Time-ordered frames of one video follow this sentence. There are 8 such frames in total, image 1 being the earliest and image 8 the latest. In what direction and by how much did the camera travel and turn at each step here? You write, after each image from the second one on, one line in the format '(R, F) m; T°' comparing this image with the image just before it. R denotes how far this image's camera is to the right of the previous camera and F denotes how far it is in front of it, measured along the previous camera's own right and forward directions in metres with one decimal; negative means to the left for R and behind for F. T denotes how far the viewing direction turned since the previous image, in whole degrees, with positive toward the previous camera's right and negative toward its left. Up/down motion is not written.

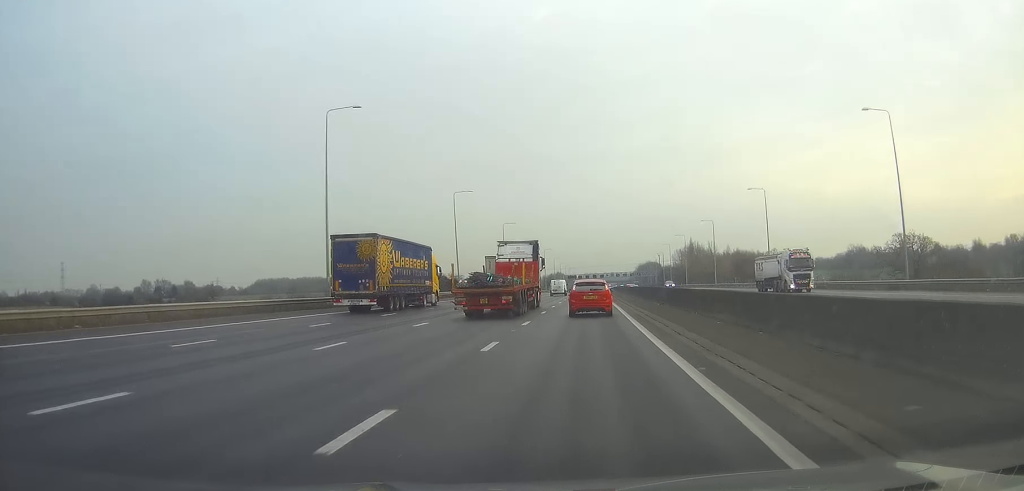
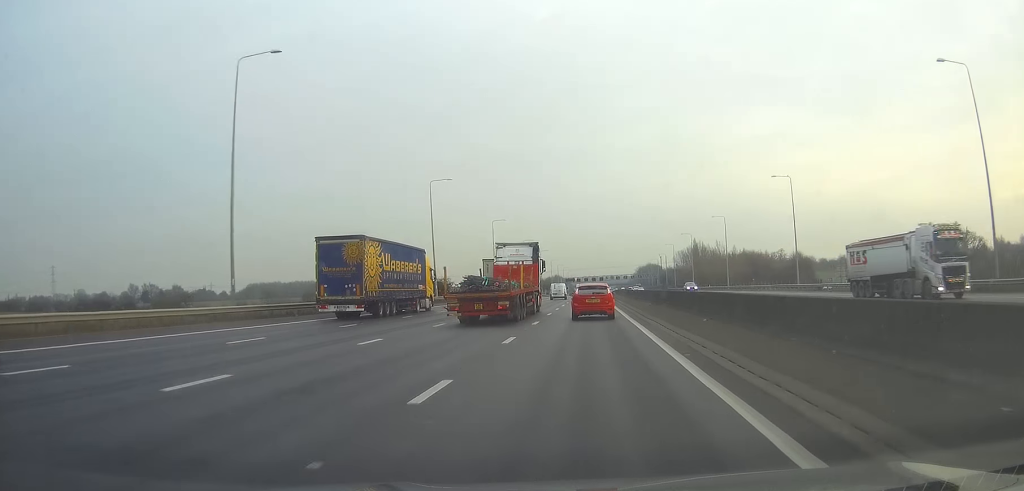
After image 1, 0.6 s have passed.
(0.0, +15.5) m; 0°
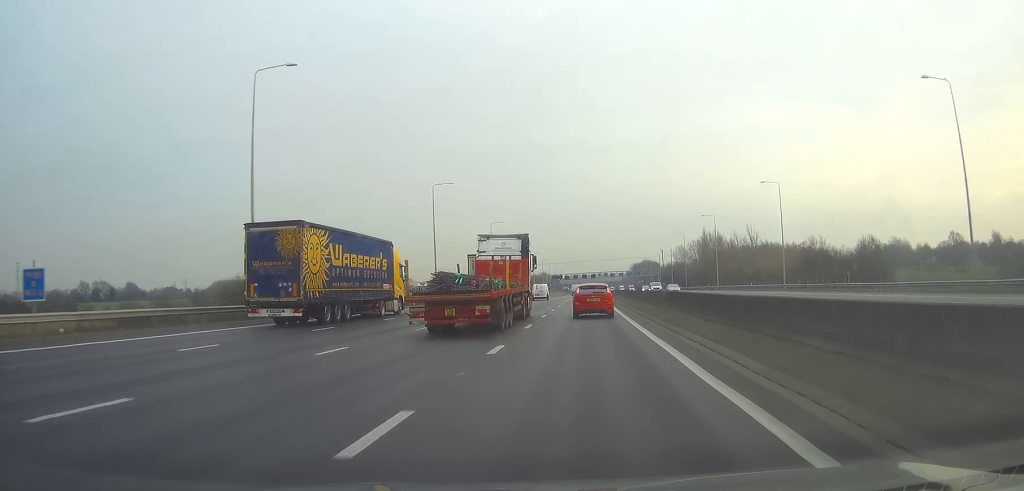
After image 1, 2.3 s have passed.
(+0.1, +49.0) m; +1°
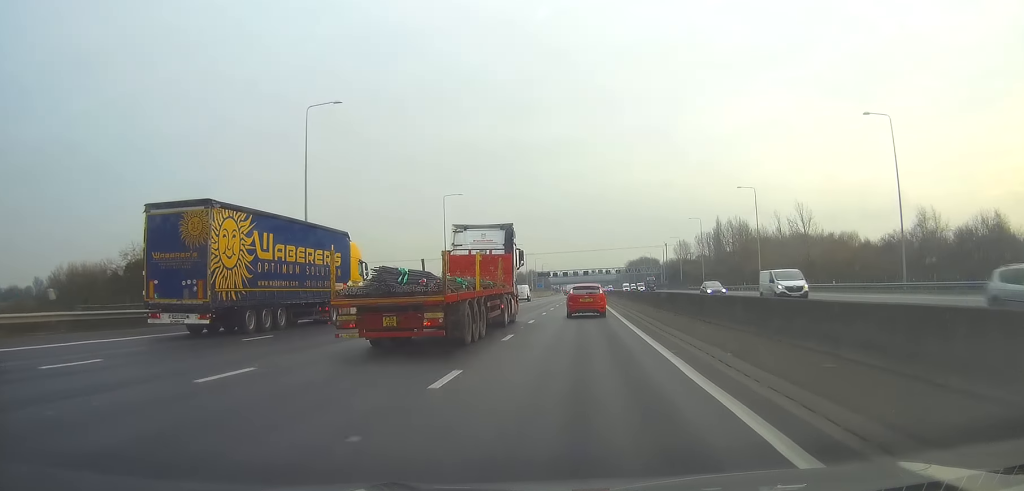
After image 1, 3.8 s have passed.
(+0.3, +42.0) m; 0°
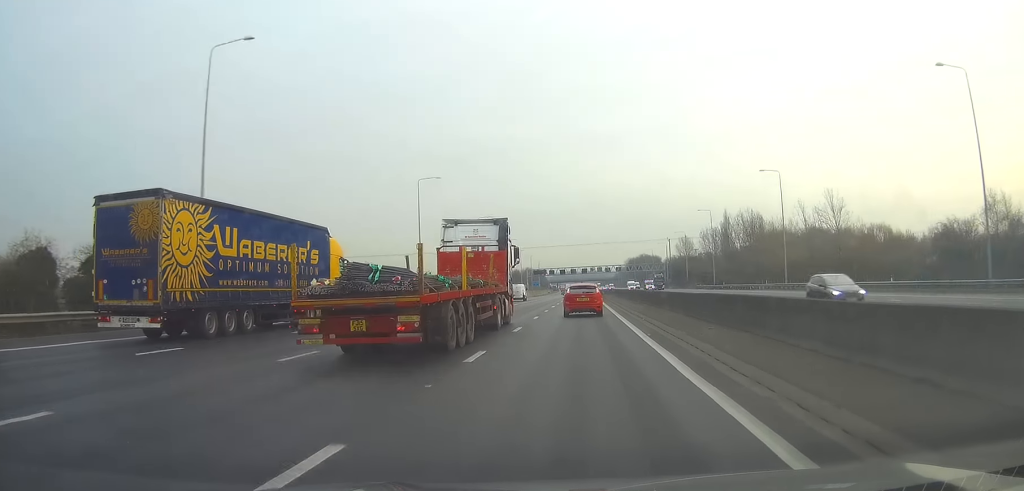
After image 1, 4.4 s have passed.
(0.0, +15.0) m; 0°
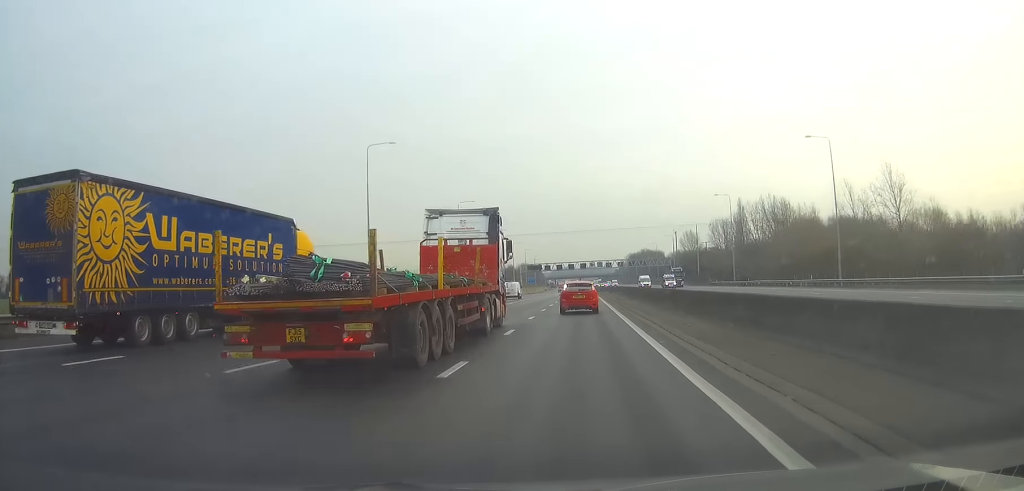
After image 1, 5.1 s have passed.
(+0.1, +20.7) m; 0°
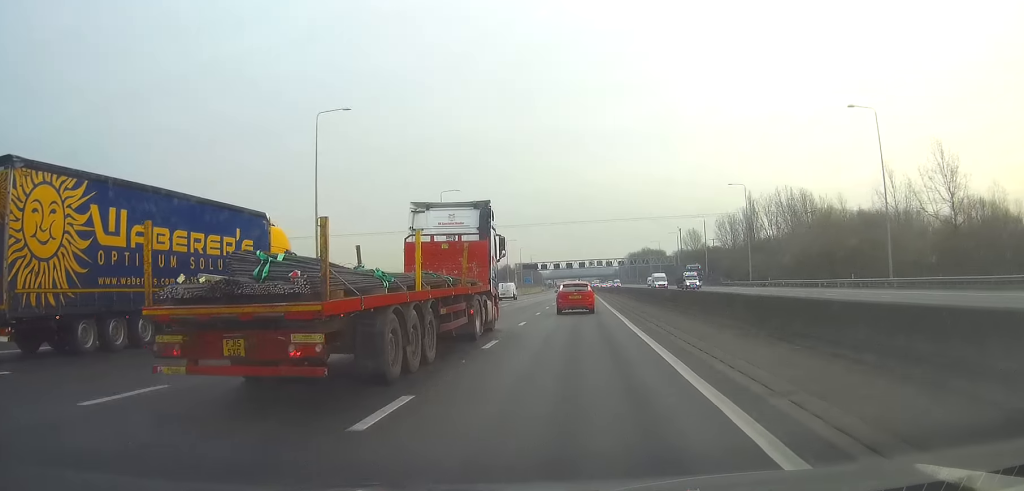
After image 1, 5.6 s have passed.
(0.0, +13.2) m; 0°
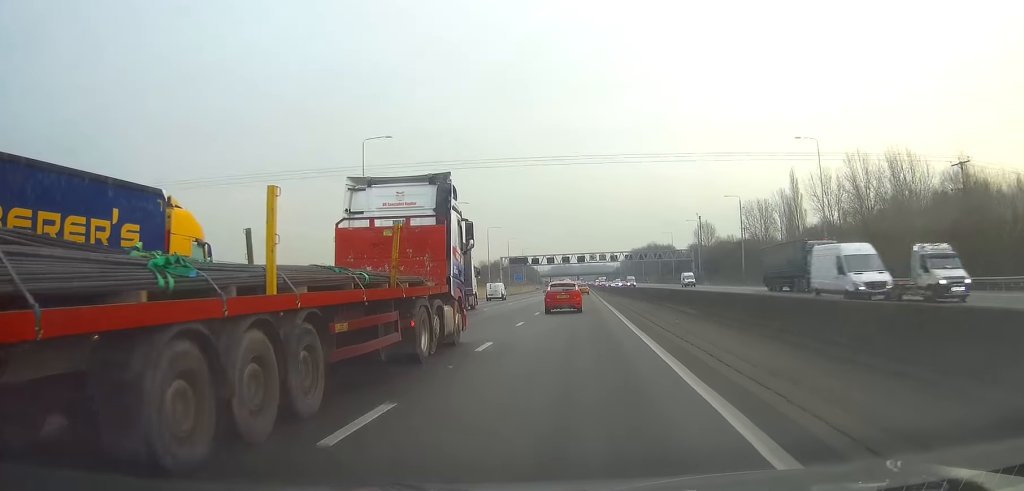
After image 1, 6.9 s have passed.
(0.0, +36.2) m; 0°
